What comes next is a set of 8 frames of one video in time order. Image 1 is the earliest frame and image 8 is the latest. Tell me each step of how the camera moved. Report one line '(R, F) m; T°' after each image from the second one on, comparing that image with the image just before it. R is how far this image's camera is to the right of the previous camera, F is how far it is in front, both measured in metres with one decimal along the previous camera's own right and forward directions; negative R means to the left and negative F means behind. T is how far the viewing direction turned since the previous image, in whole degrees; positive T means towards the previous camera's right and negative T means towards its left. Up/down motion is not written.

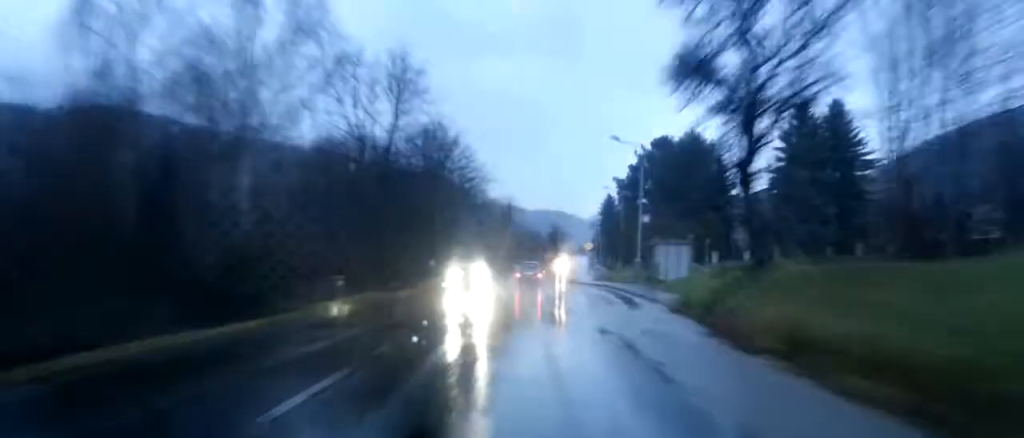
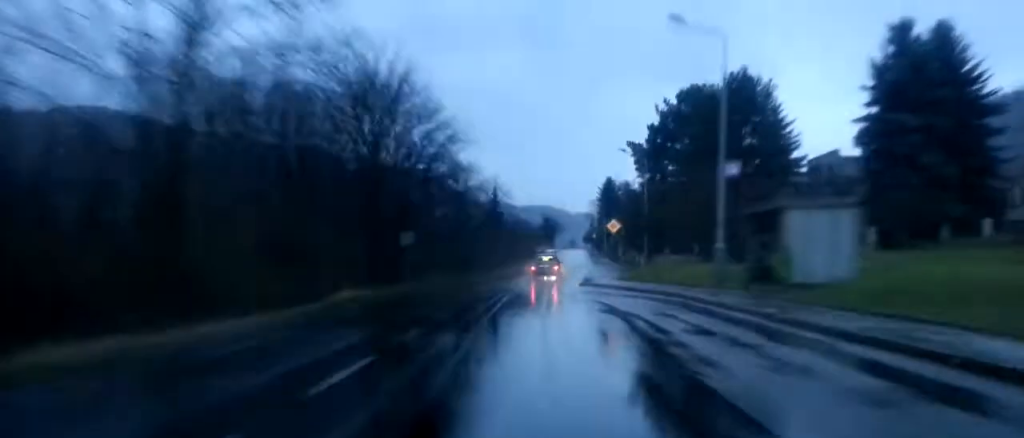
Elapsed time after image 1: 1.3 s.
(-0.3, +22.5) m; -1°
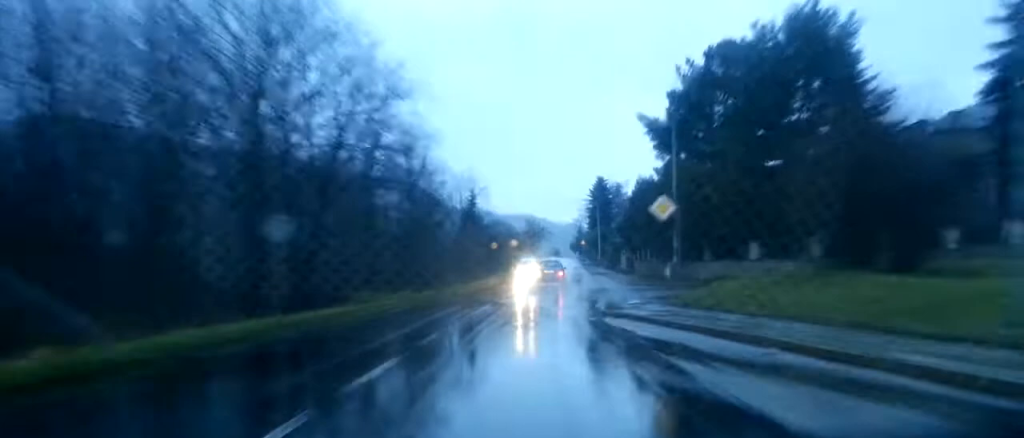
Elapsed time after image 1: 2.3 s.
(0.0, +17.5) m; 0°
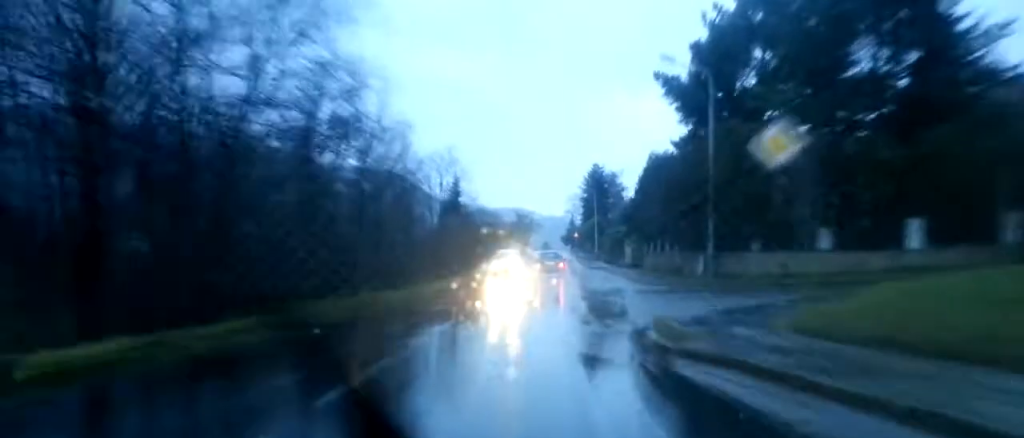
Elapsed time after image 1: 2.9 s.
(0.0, +10.3) m; +1°
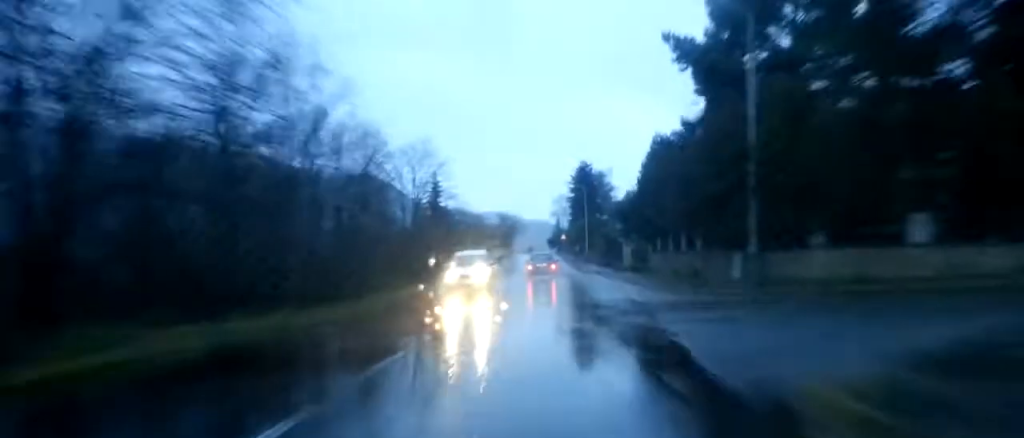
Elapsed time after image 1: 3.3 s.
(+0.1, +7.9) m; +1°
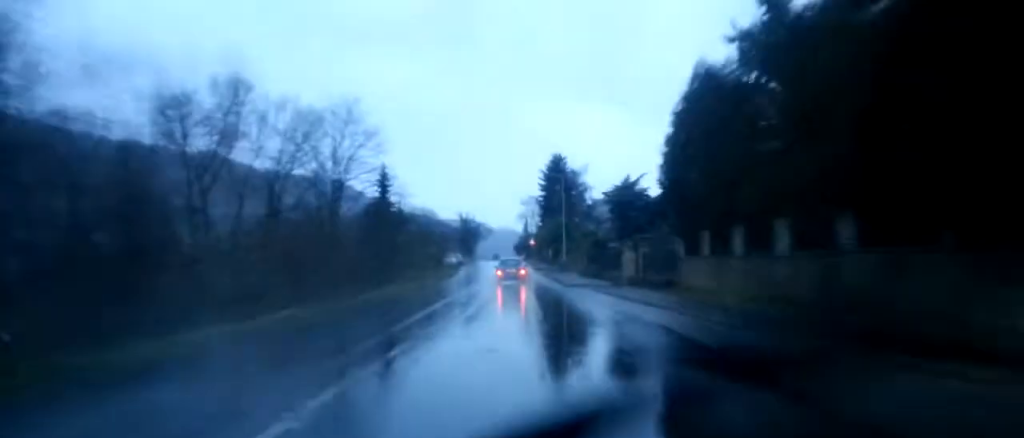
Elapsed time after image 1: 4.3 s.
(+0.3, +16.8) m; +2°
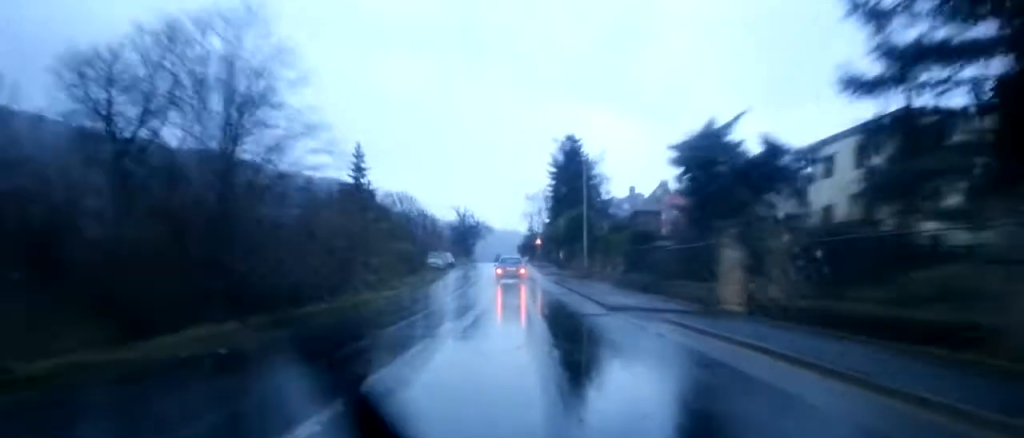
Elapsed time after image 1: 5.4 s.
(+0.2, +17.7) m; +1°
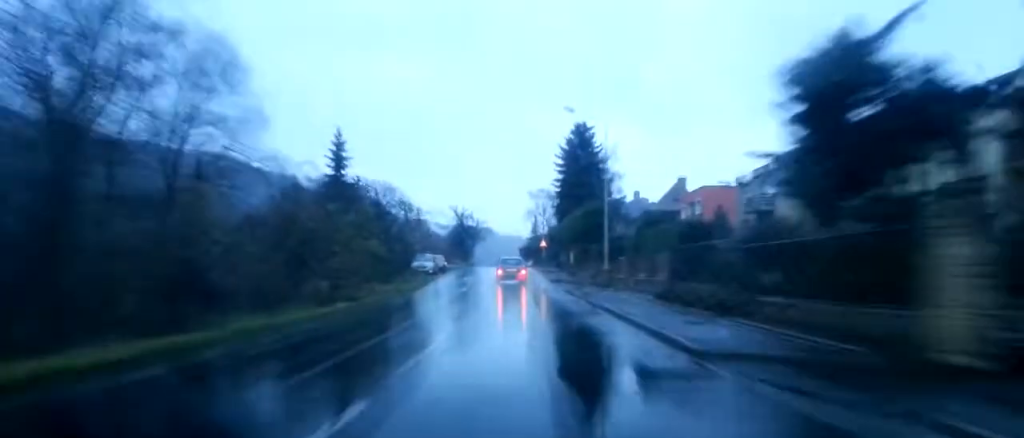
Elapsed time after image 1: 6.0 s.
(0.0, +9.9) m; 0°
